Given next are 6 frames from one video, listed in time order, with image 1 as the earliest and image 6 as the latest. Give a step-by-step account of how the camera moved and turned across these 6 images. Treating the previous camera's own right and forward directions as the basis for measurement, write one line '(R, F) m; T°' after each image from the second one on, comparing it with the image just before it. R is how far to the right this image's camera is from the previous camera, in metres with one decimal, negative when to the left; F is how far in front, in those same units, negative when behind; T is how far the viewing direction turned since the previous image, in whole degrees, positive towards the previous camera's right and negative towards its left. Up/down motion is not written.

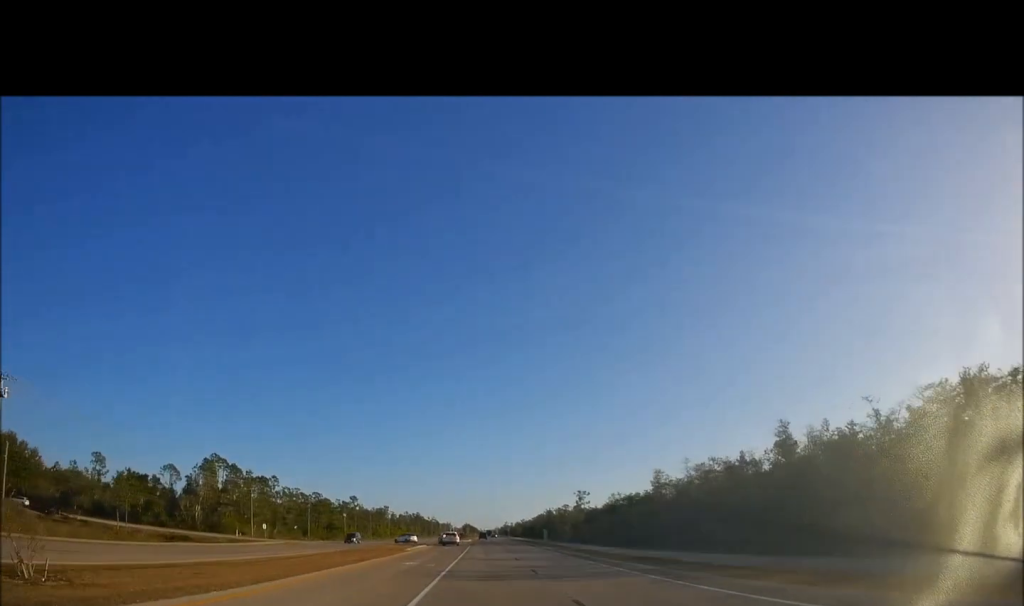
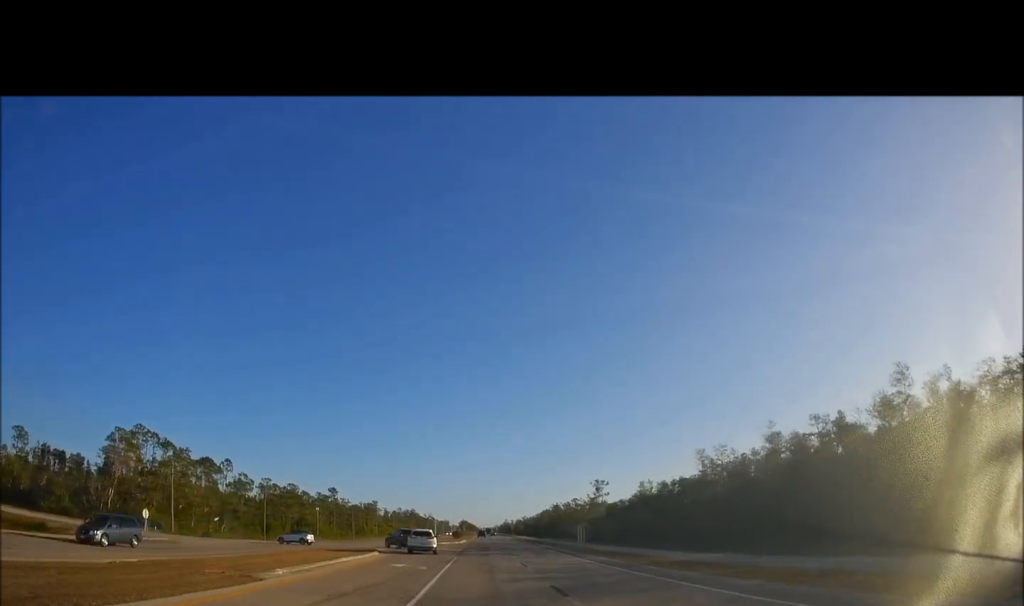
(+0.4, +33.2) m; 0°
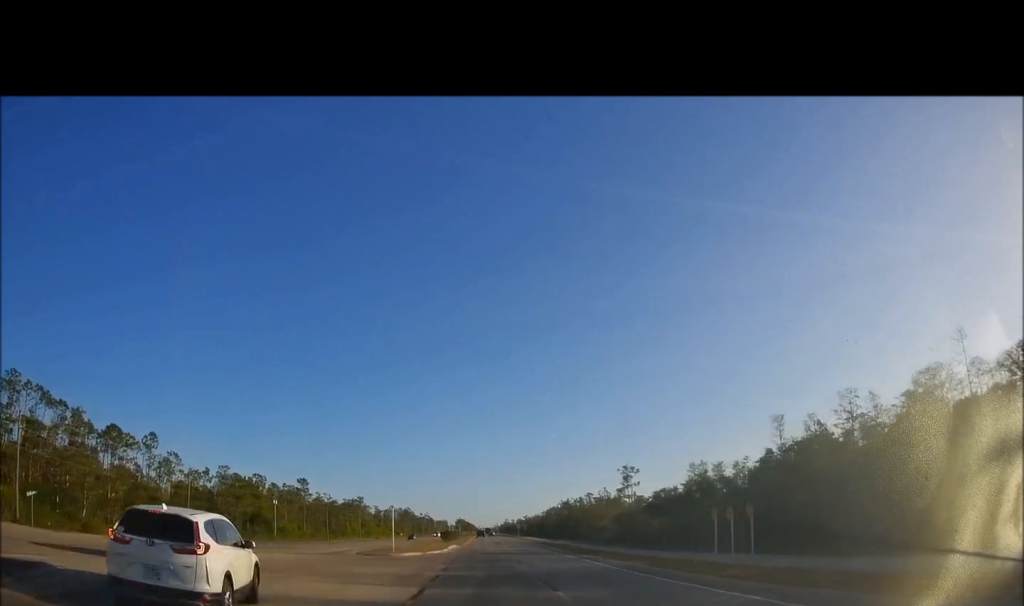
(-0.7, +35.8) m; 0°
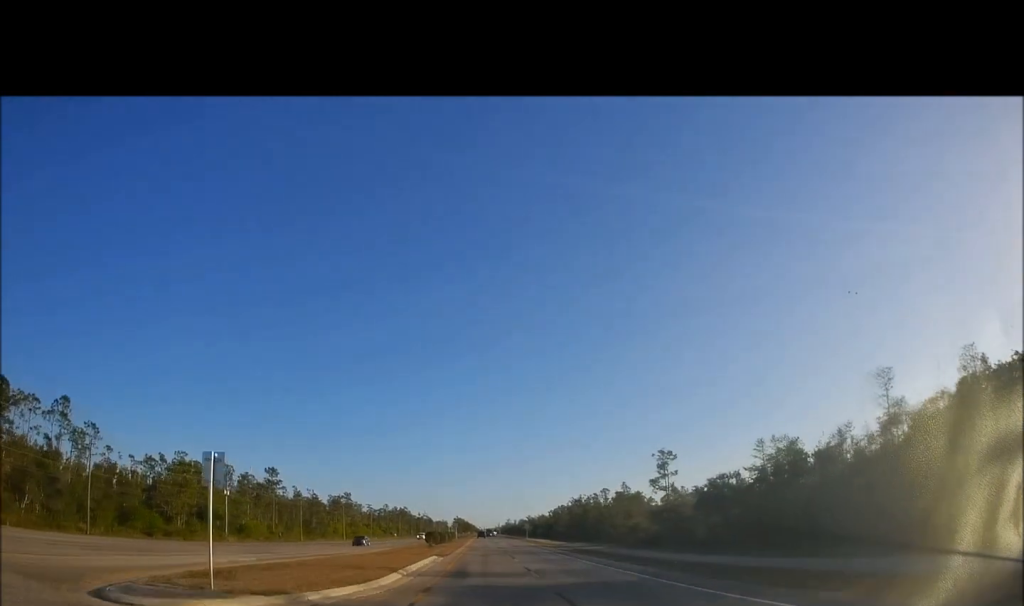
(+0.8, +28.1) m; +1°
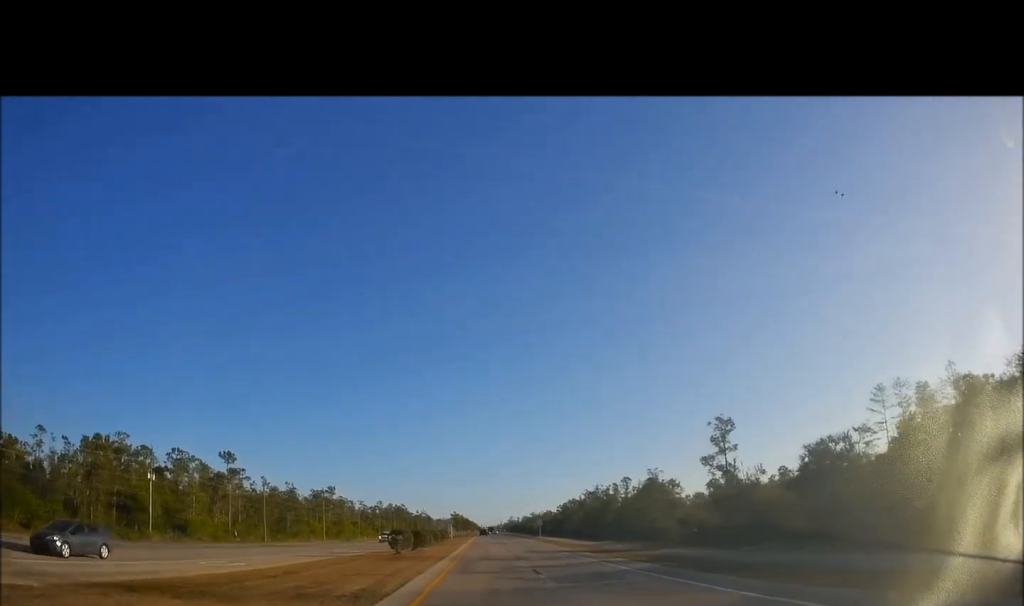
(-0.3, +27.9) m; -1°
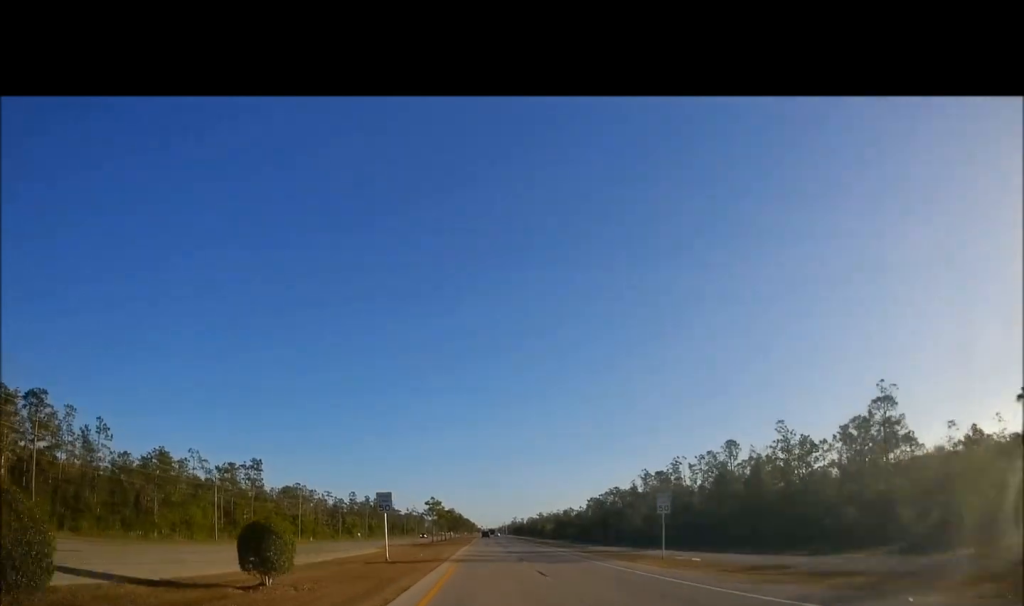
(-0.5, +74.2) m; 0°
